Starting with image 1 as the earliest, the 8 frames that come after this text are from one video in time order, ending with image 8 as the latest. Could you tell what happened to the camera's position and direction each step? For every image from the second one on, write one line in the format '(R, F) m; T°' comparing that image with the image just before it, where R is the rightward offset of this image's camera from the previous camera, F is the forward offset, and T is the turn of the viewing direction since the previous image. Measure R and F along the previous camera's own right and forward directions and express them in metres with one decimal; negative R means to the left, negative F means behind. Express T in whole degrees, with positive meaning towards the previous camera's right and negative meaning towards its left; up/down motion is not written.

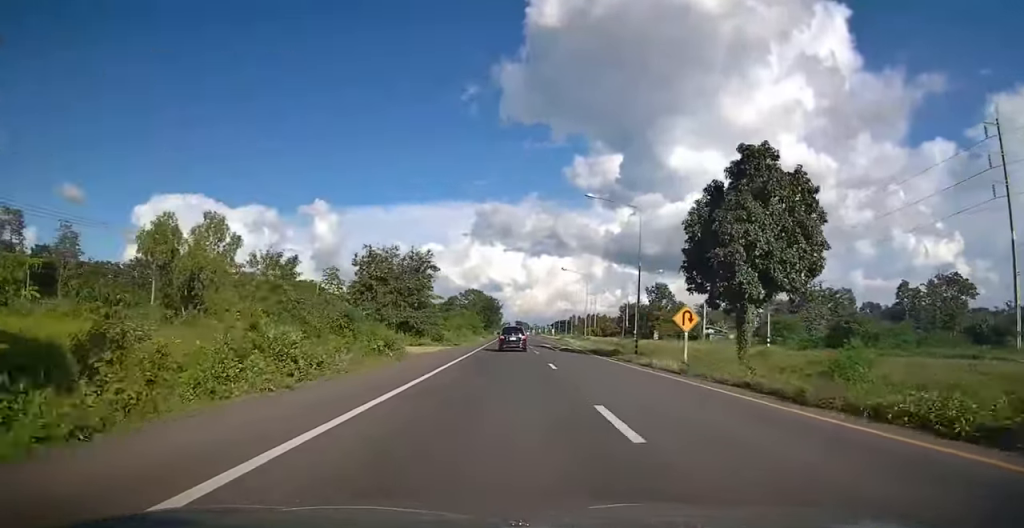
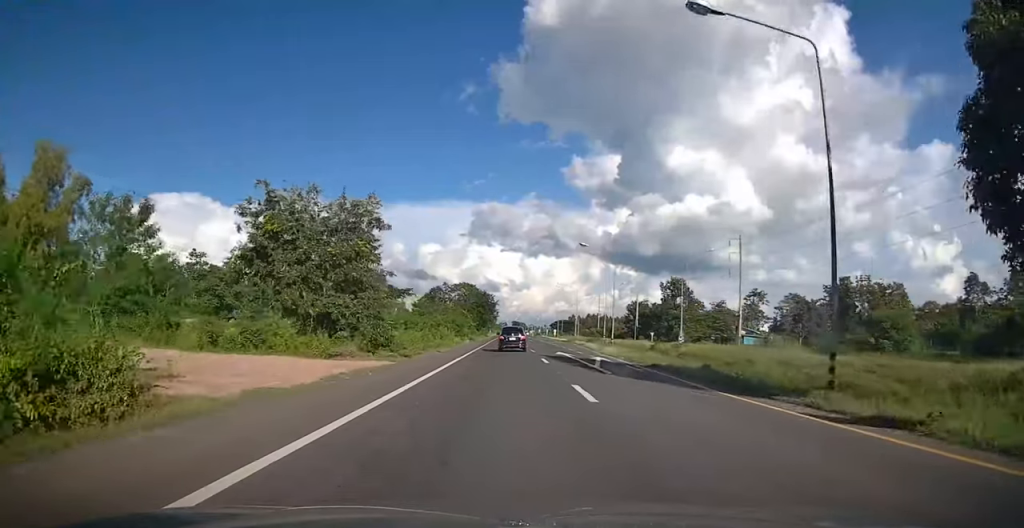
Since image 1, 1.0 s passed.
(0.0, +20.7) m; 0°
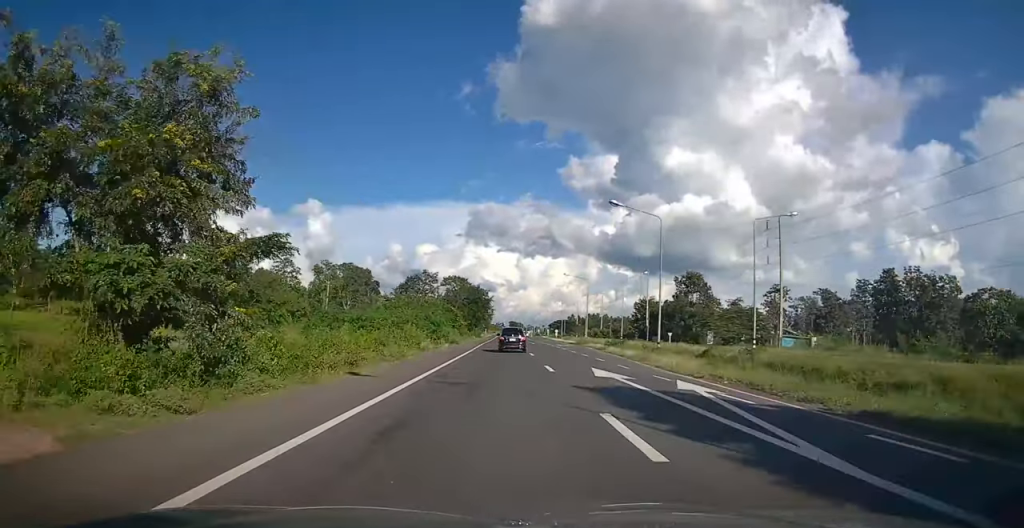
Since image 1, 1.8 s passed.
(-0.1, +16.8) m; 0°
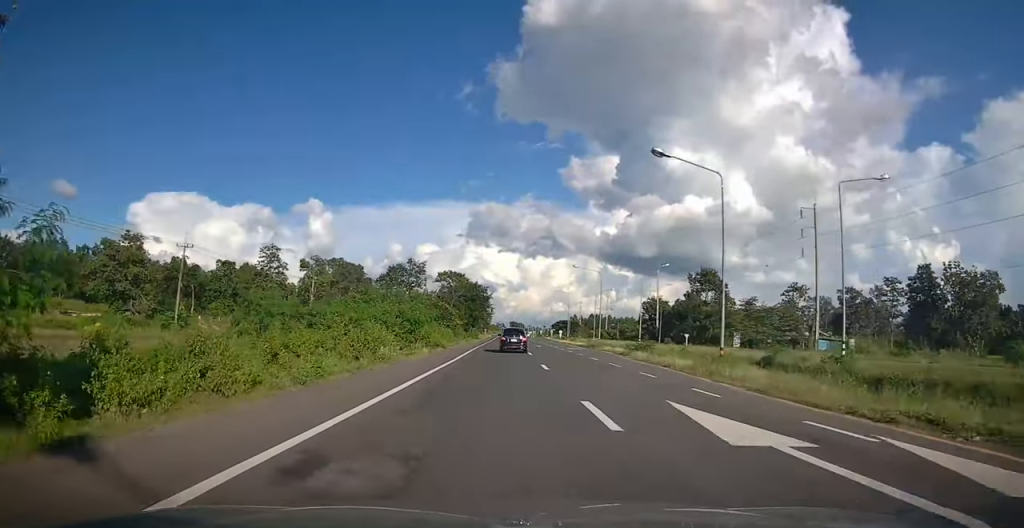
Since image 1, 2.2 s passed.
(0.0, +10.3) m; 0°
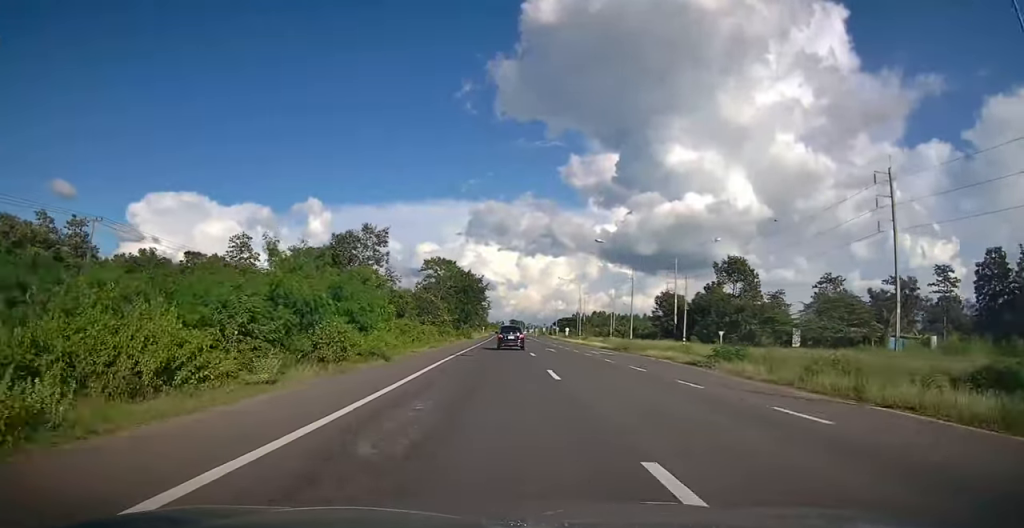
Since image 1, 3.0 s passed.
(+0.1, +17.0) m; +1°
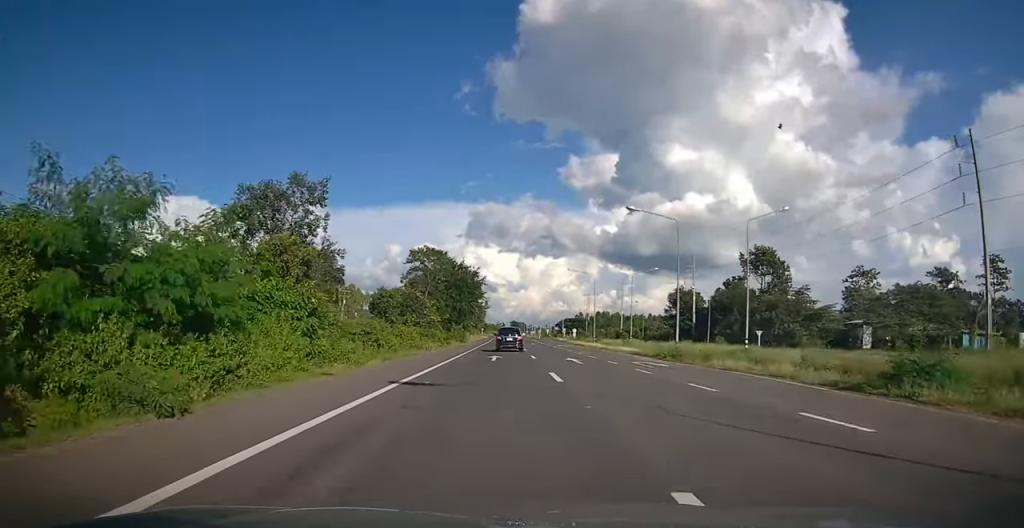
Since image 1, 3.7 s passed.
(+0.1, +13.0) m; +1°
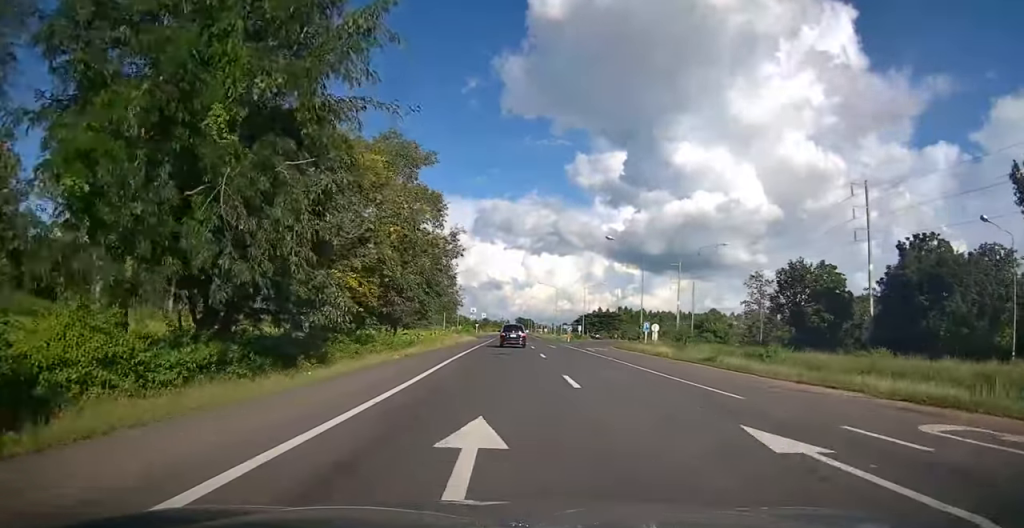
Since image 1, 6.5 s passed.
(-0.5, +60.8) m; -1°
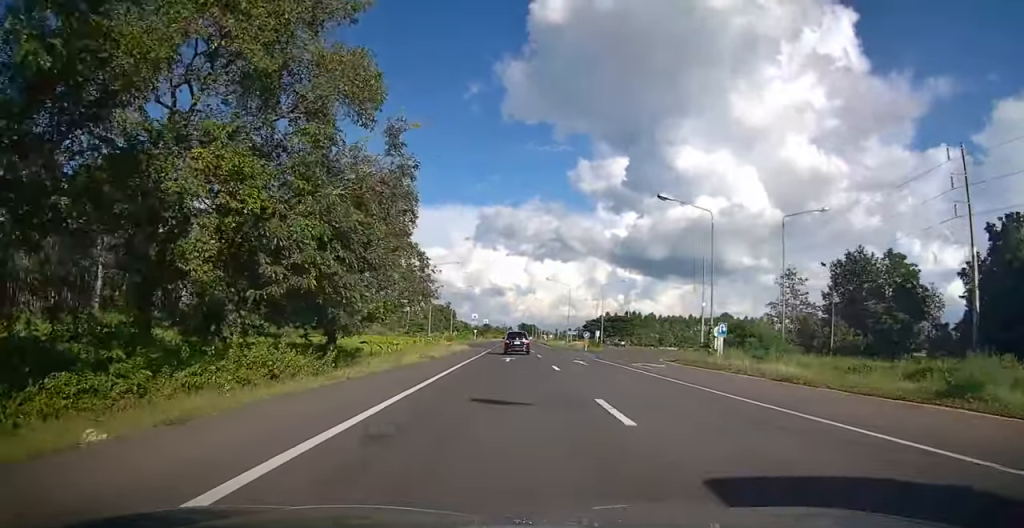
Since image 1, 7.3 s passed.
(-0.1, +16.5) m; 0°
